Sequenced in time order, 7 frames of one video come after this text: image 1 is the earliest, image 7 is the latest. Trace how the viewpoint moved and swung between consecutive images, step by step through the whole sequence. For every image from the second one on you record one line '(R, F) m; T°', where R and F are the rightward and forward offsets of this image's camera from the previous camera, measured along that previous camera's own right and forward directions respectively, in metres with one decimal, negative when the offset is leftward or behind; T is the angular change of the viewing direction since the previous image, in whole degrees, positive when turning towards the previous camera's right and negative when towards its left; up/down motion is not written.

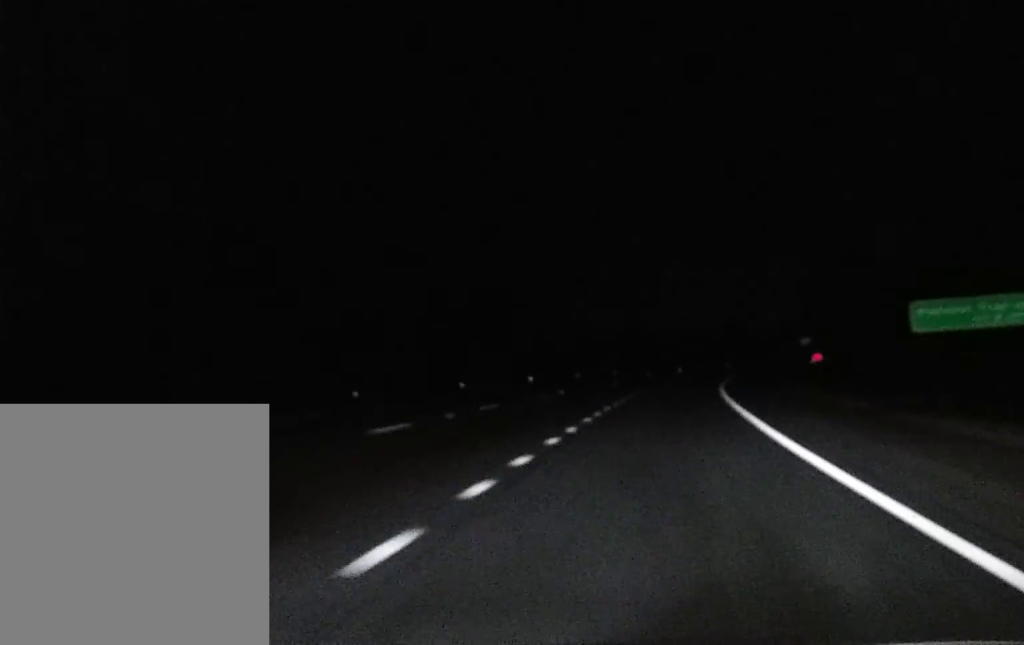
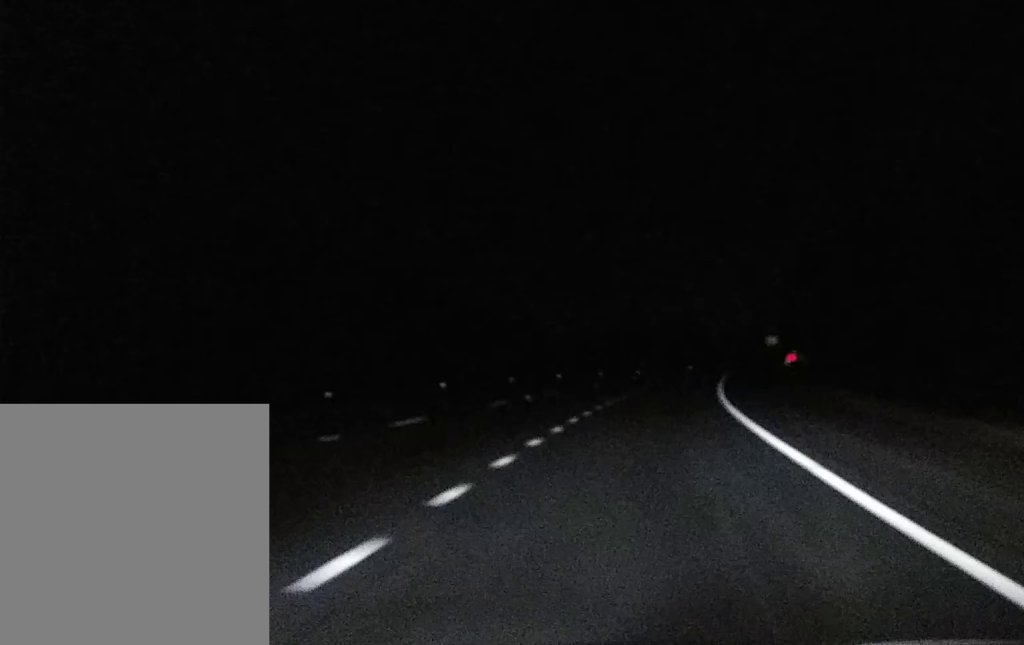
(+0.4, +35.1) m; +2°
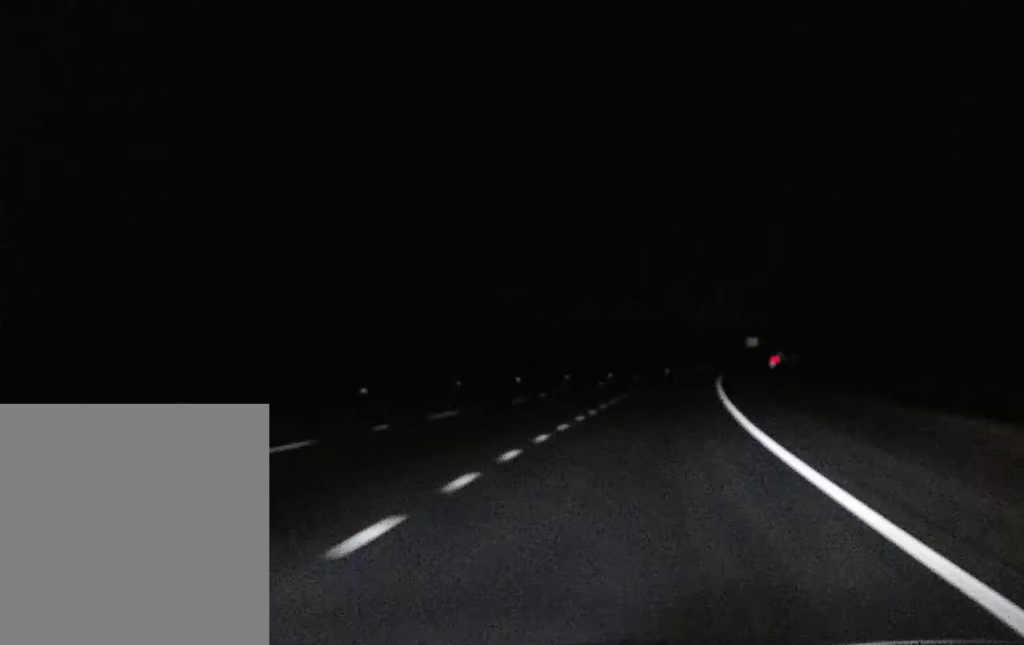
(+0.6, +22.5) m; +1°
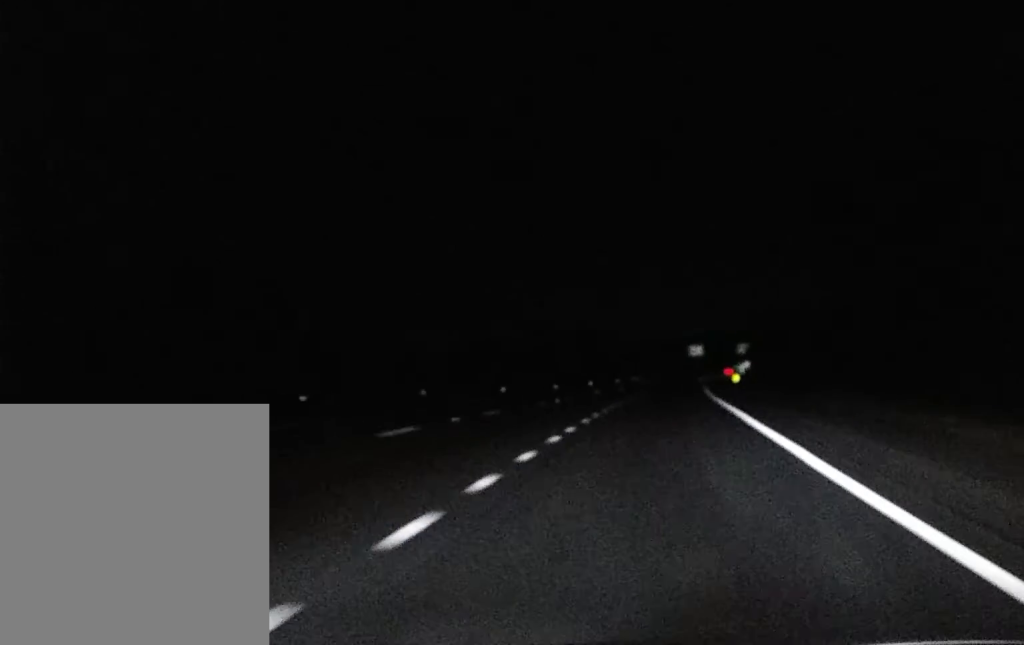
(+2.2, +67.5) m; +4°
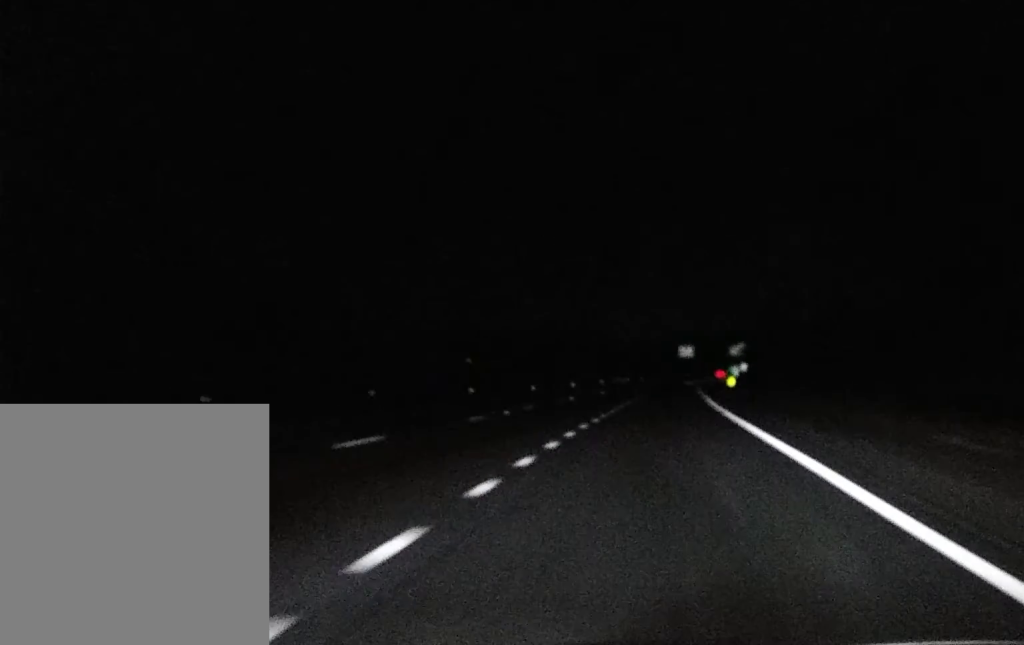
(+0.1, +13.9) m; 0°
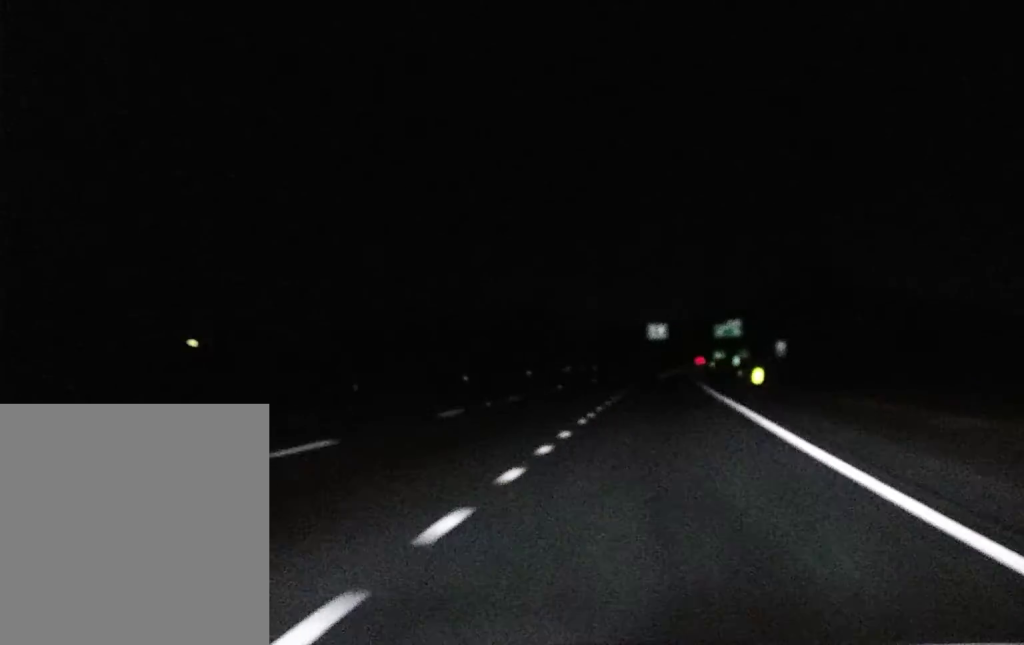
(+0.9, +77.2) m; +1°
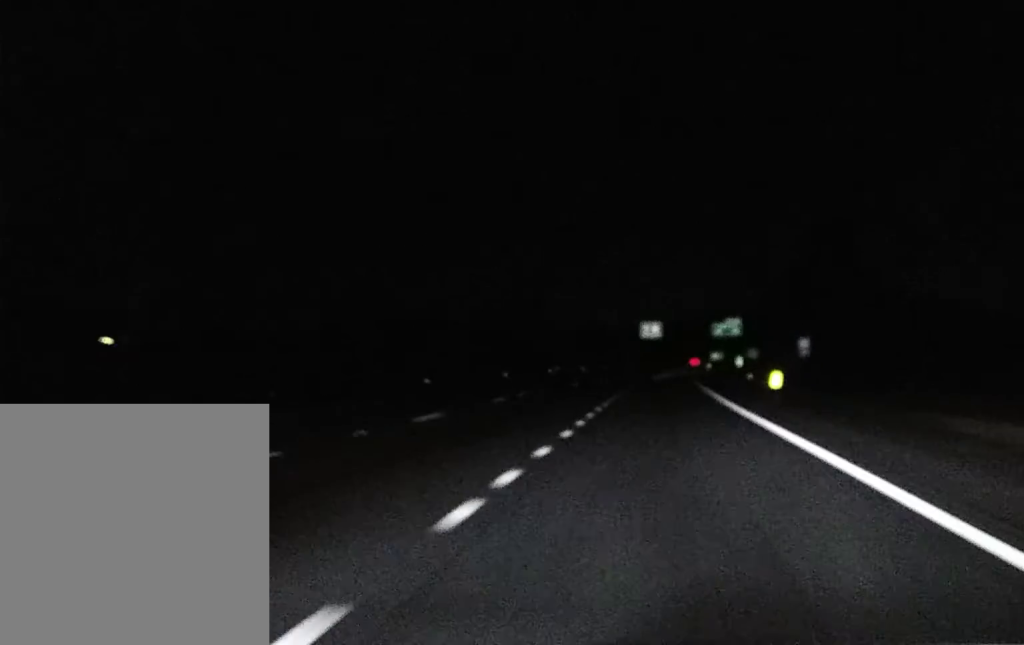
(0.0, +13.7) m; 0°
